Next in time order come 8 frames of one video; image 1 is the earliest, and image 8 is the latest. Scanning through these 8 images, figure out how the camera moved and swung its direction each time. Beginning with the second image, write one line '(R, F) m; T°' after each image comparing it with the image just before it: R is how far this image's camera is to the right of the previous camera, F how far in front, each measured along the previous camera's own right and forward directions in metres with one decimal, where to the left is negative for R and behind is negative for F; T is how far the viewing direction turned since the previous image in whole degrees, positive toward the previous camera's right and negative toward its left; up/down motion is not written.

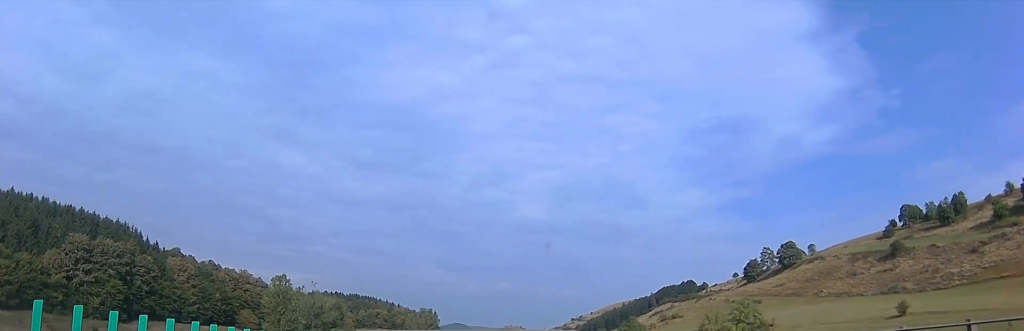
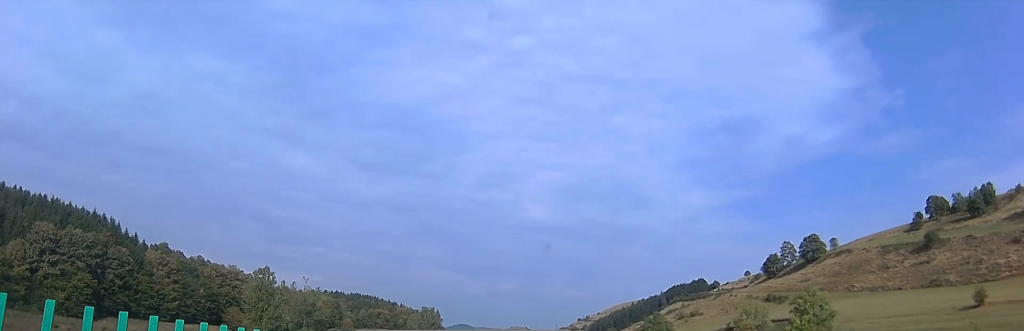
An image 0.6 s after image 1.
(+0.5, +17.3) m; -1°
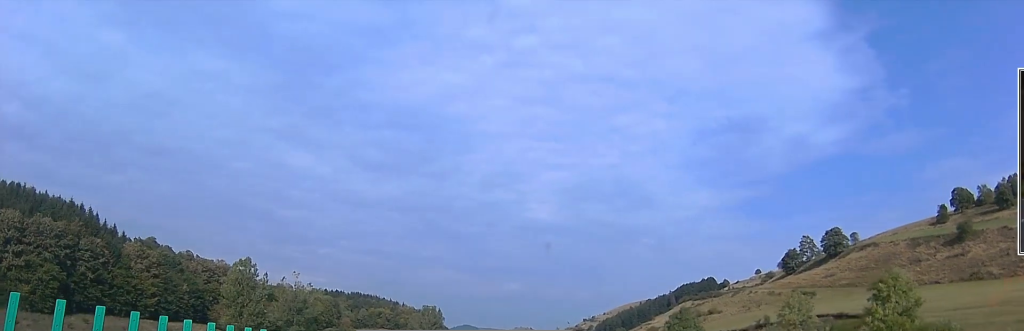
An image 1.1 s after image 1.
(-0.6, +16.1) m; -1°
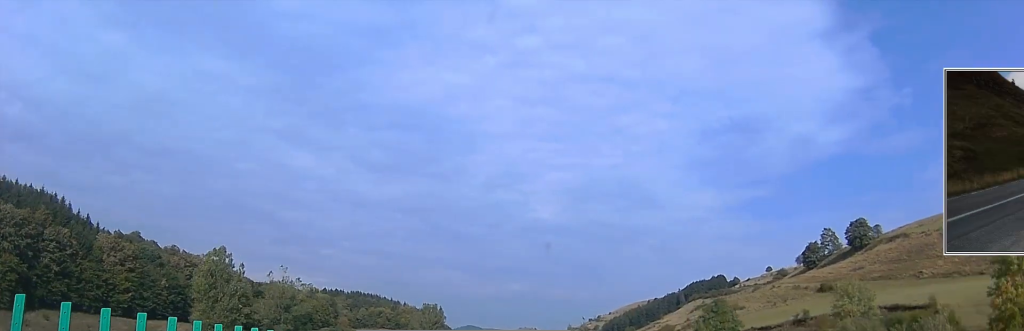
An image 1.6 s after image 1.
(-0.3, +16.1) m; -1°
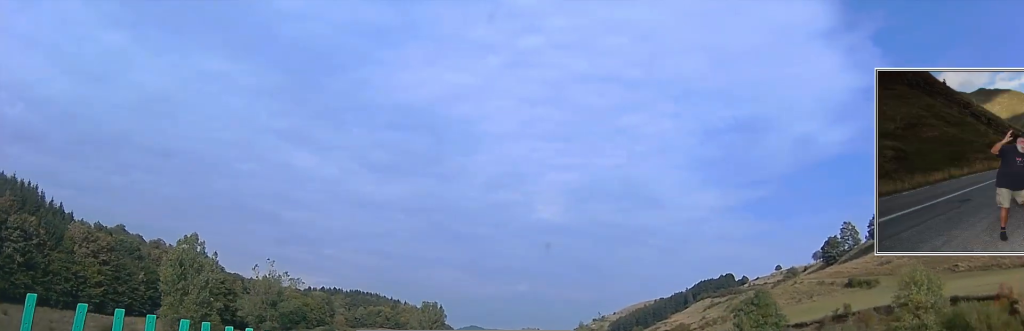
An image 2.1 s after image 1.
(0.0, +14.8) m; 0°
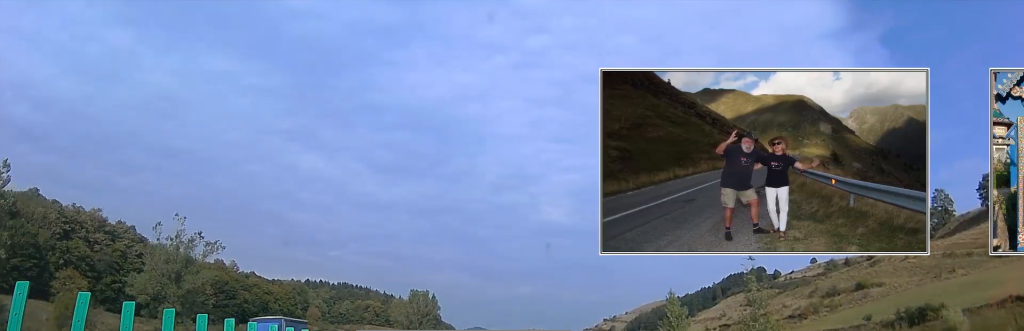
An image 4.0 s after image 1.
(-1.7, +58.5) m; -2°
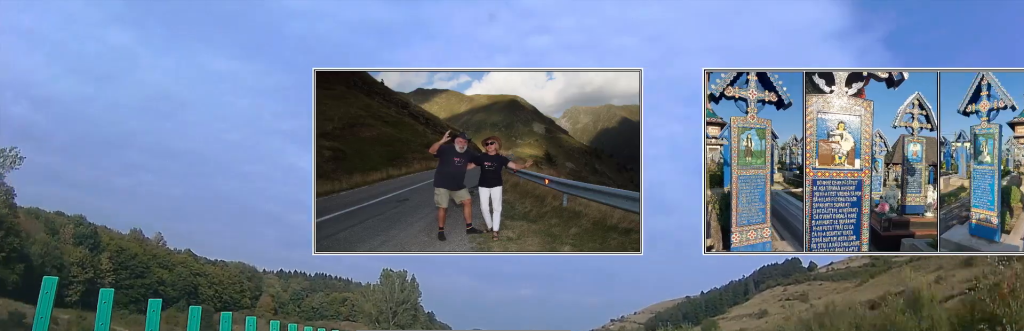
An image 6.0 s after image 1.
(+1.7, +60.5) m; +2°
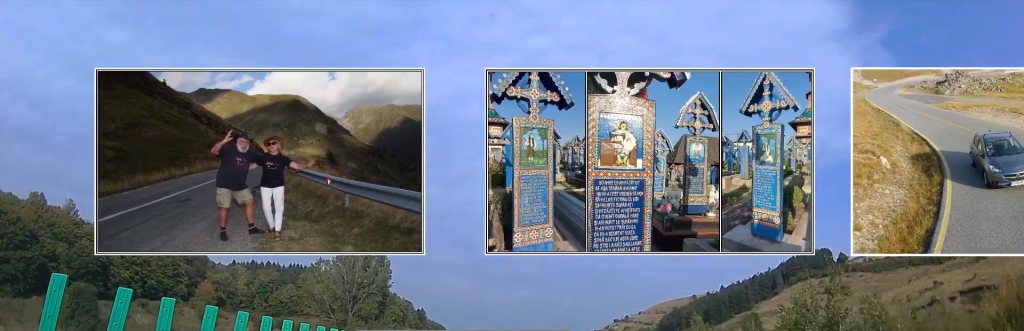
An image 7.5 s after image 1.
(-0.6, +46.3) m; +1°
